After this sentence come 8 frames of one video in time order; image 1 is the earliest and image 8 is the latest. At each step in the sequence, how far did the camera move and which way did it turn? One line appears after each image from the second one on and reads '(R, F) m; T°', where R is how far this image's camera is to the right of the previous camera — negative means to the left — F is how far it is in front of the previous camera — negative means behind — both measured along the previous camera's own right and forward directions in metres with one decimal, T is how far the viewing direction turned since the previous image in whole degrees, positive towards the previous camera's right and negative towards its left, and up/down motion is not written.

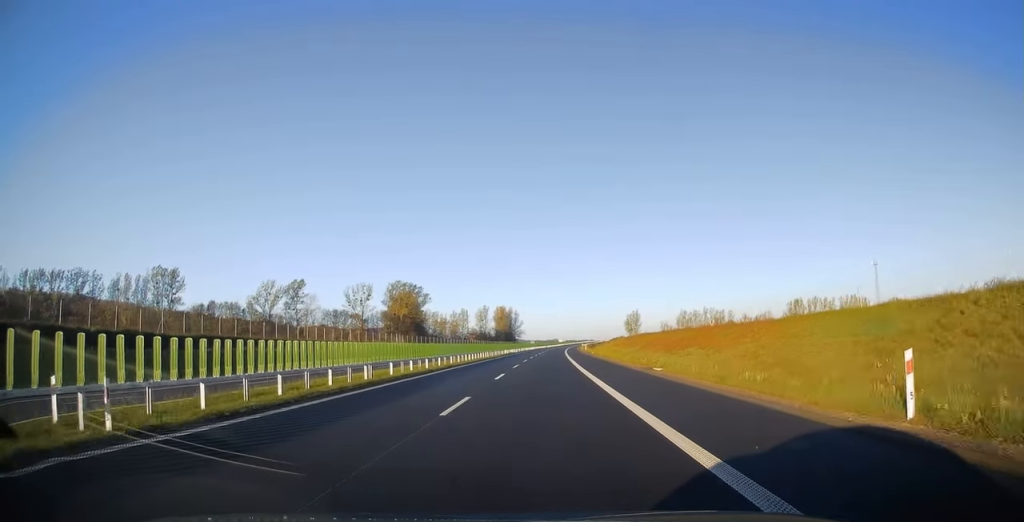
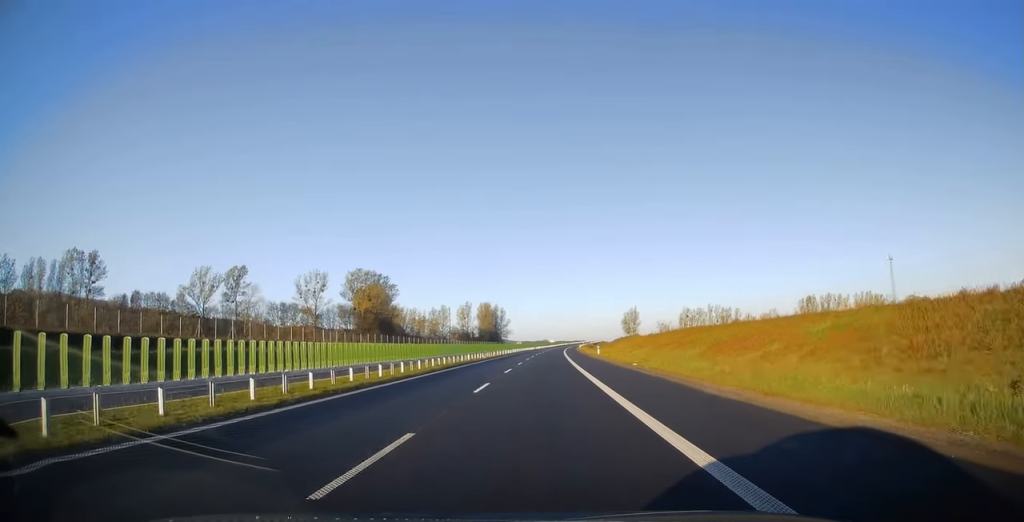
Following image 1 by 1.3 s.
(+0.5, +42.4) m; +1°
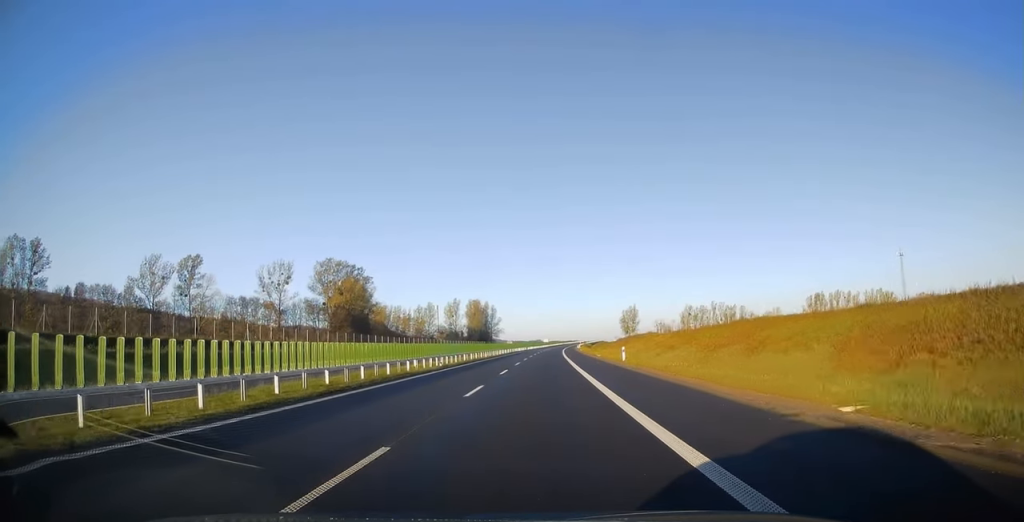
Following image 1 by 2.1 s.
(0.0, +25.2) m; +1°
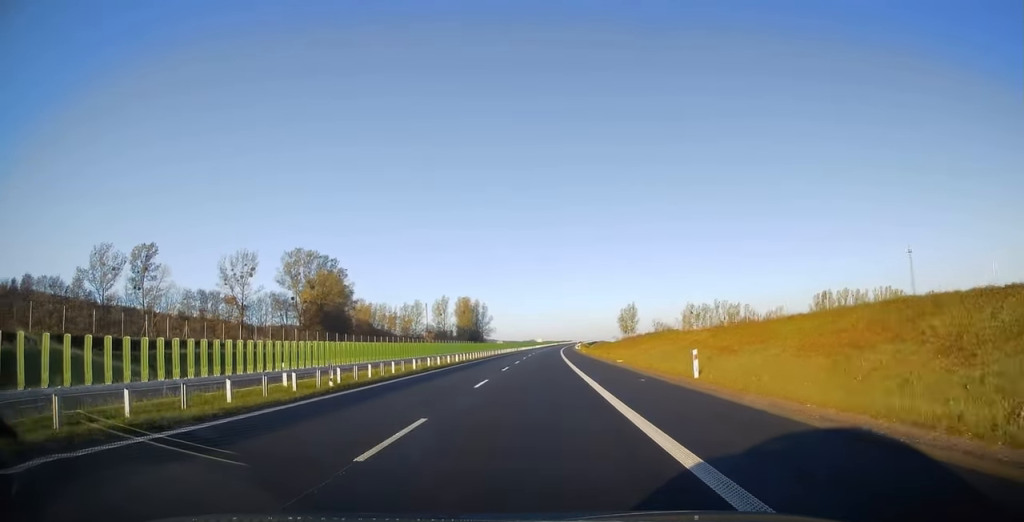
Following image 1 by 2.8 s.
(+0.2, +20.9) m; +1°
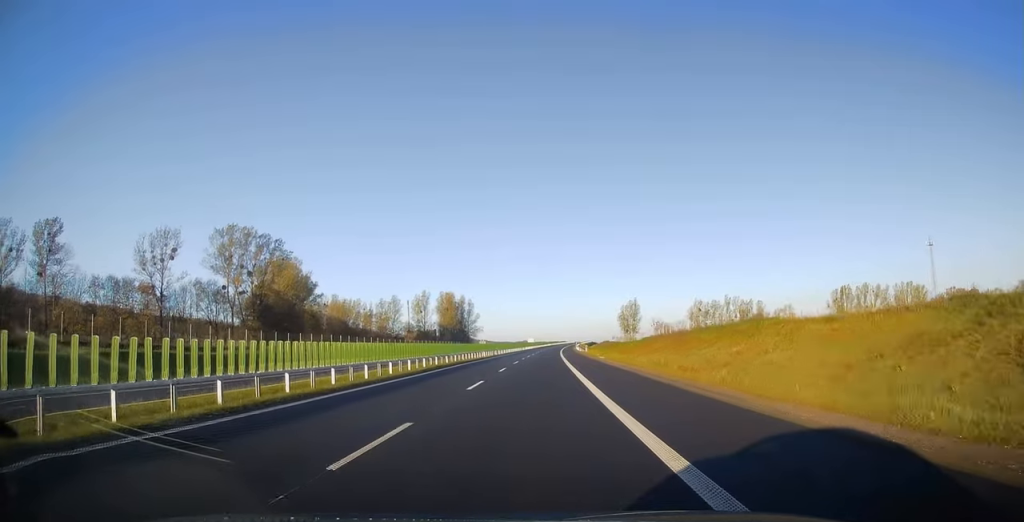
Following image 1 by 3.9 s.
(+0.4, +36.5) m; +1°
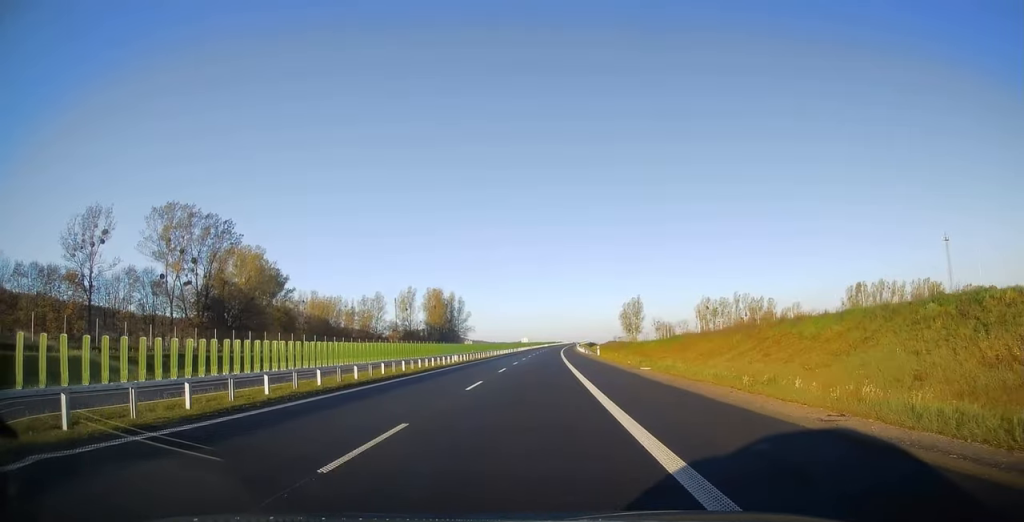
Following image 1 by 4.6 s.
(0.0, +24.1) m; 0°
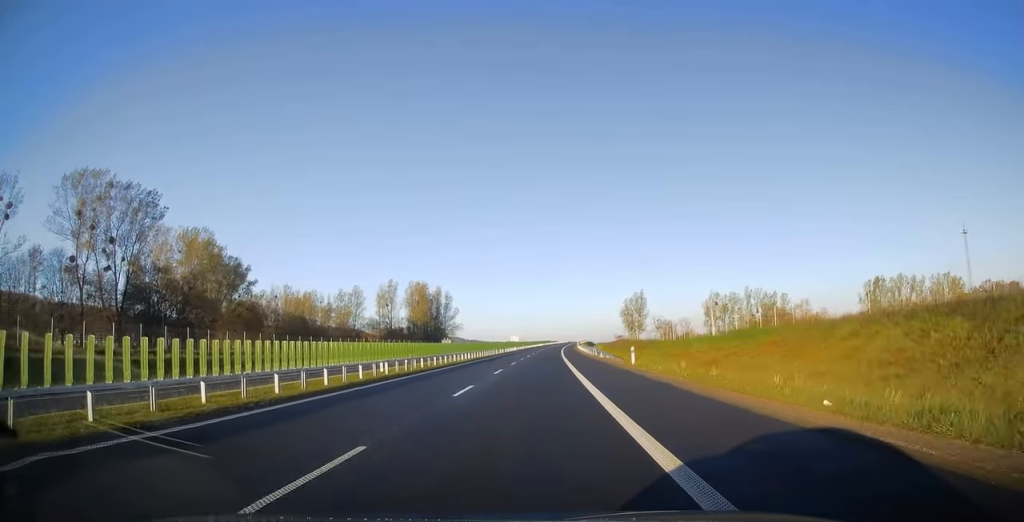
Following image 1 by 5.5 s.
(0.0, +26.2) m; 0°
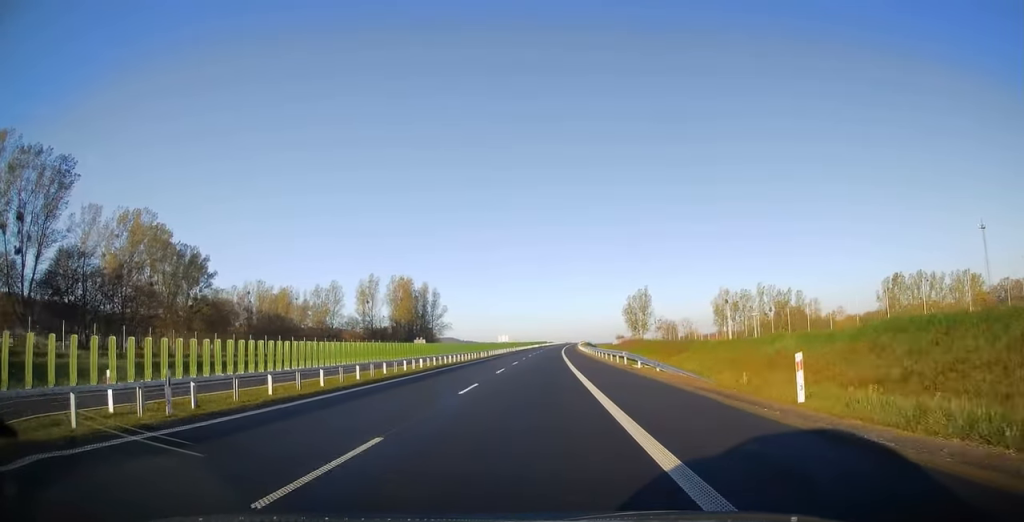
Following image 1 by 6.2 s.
(0.0, +23.0) m; +1°
